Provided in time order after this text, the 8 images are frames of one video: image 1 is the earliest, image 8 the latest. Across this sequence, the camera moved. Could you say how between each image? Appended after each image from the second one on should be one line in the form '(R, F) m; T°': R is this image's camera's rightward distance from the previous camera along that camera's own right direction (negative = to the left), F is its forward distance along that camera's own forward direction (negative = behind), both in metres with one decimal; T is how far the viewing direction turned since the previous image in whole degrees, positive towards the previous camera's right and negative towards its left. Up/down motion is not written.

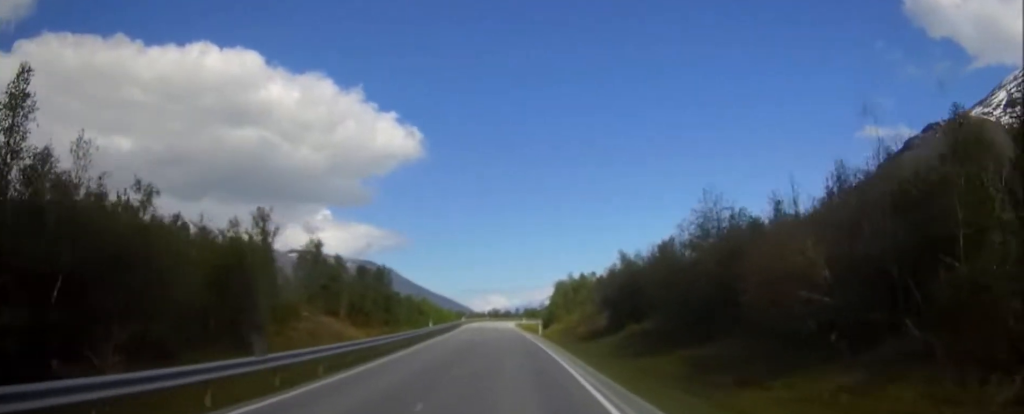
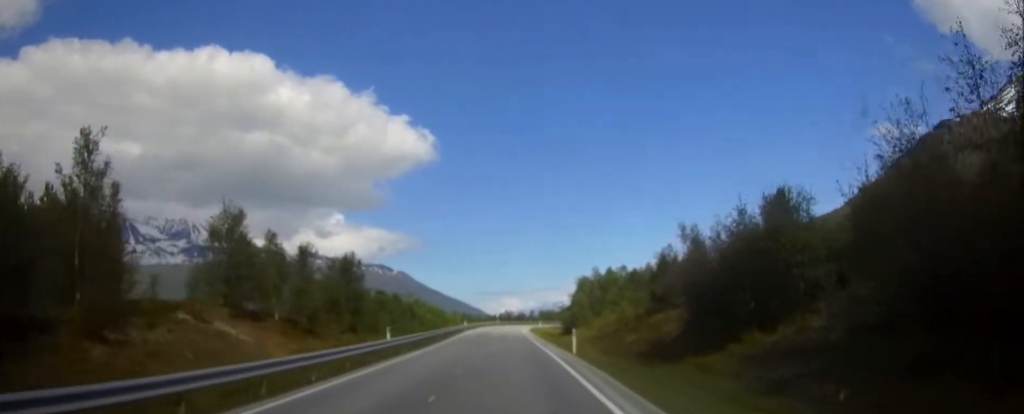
(-0.2, +21.4) m; -1°
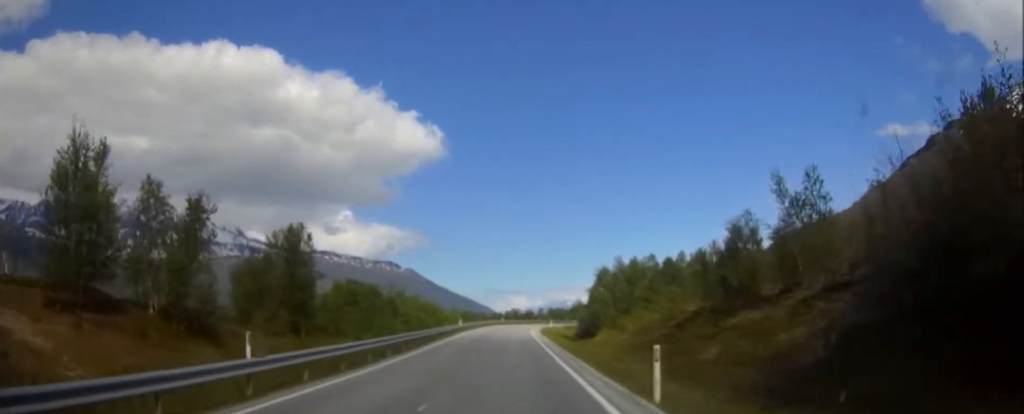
(-0.1, +17.0) m; -1°
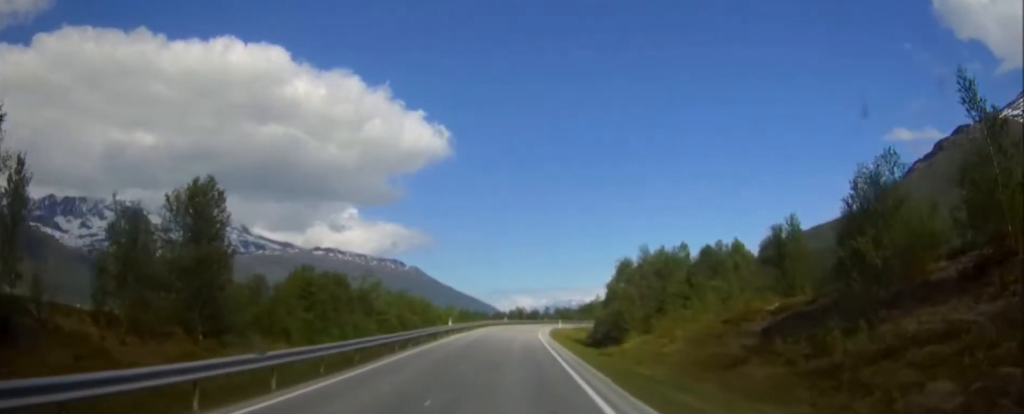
(-0.1, +14.7) m; 0°
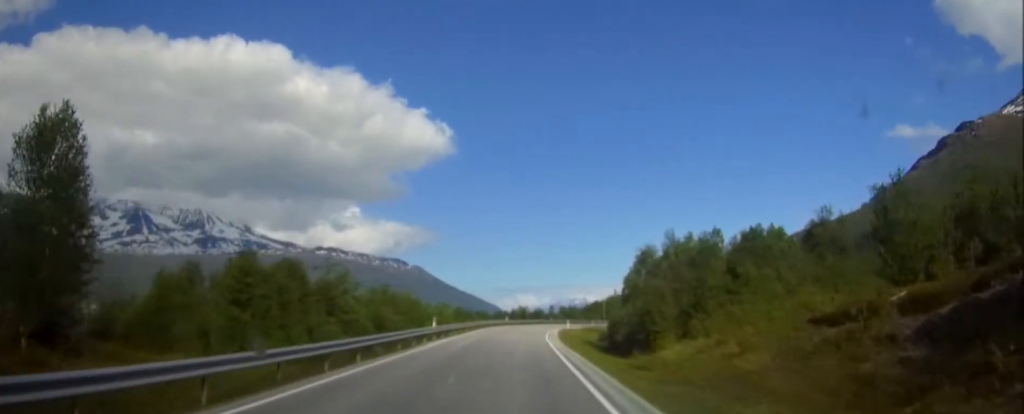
(0.0, +11.7) m; 0°
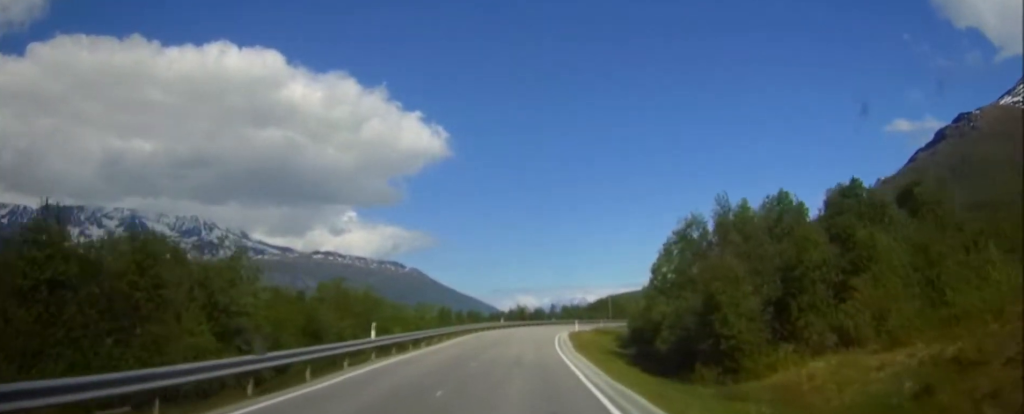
(+0.1, +17.6) m; +1°
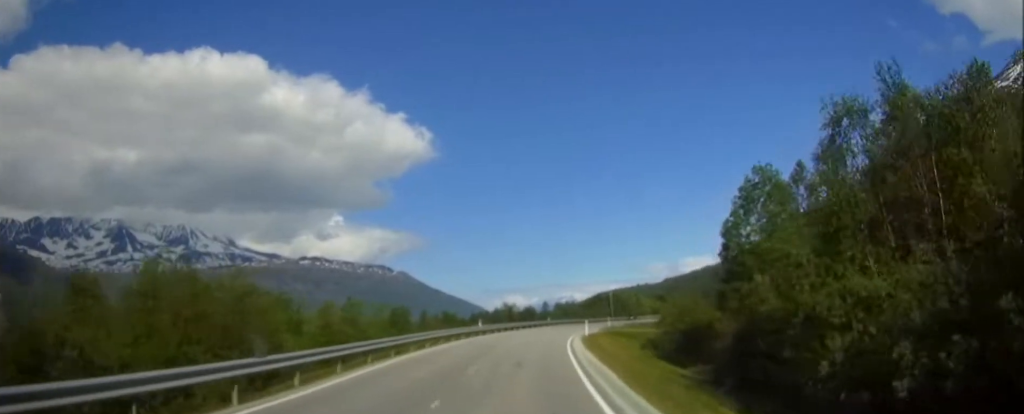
(+0.2, +23.3) m; +1°
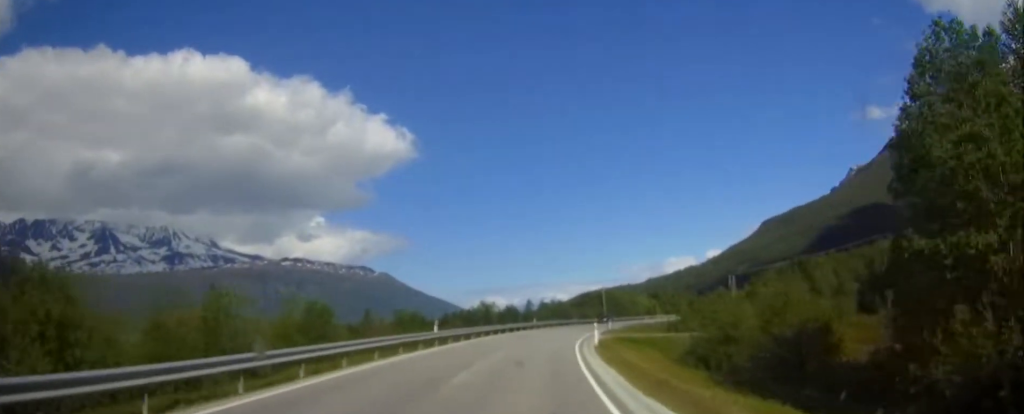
(+0.2, +18.9) m; +2°
